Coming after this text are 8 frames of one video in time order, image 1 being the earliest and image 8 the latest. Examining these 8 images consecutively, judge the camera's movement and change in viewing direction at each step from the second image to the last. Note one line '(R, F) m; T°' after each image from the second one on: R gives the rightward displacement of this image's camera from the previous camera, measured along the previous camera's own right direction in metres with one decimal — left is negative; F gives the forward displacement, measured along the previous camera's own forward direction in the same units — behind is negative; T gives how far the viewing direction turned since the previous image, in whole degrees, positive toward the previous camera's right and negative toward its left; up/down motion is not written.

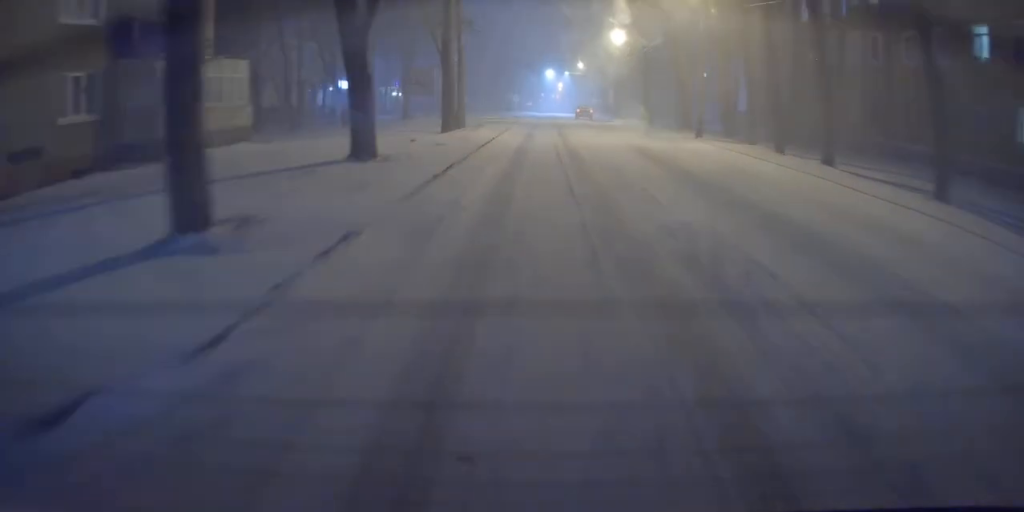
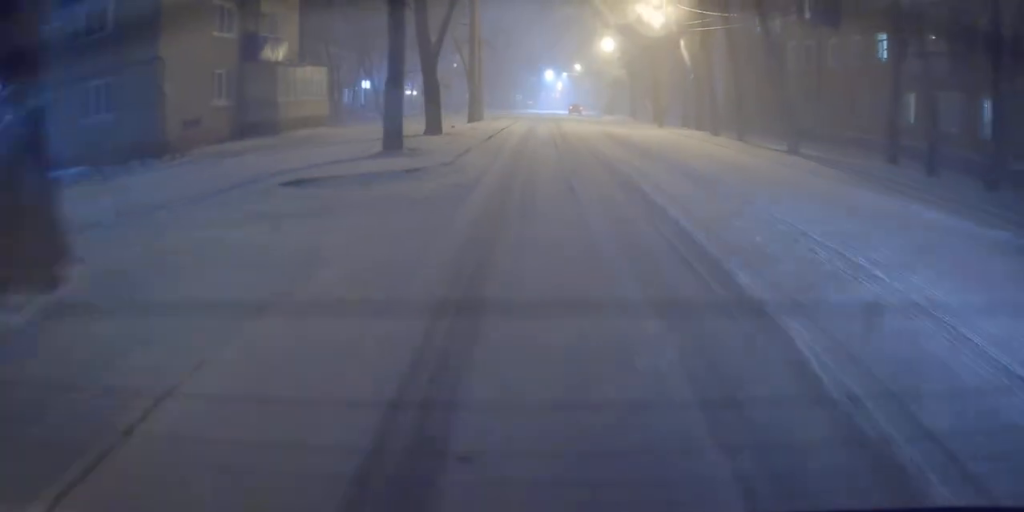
(0.0, +9.3) m; -1°
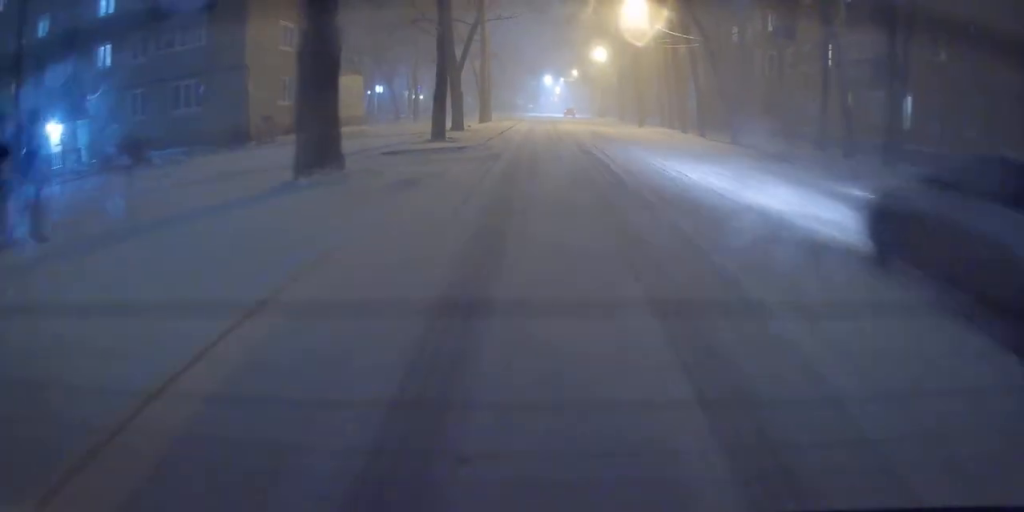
(-0.1, +7.4) m; 0°
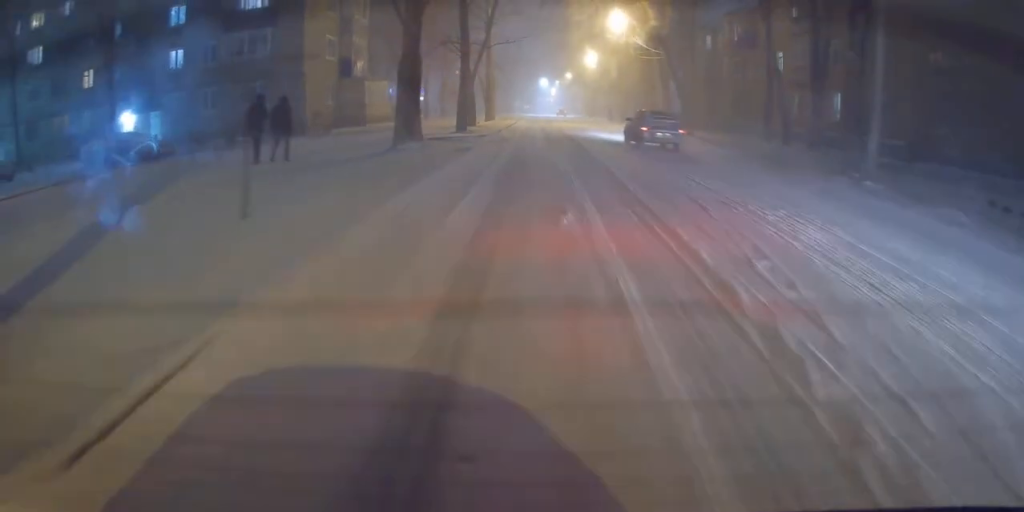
(+0.1, +7.9) m; -1°
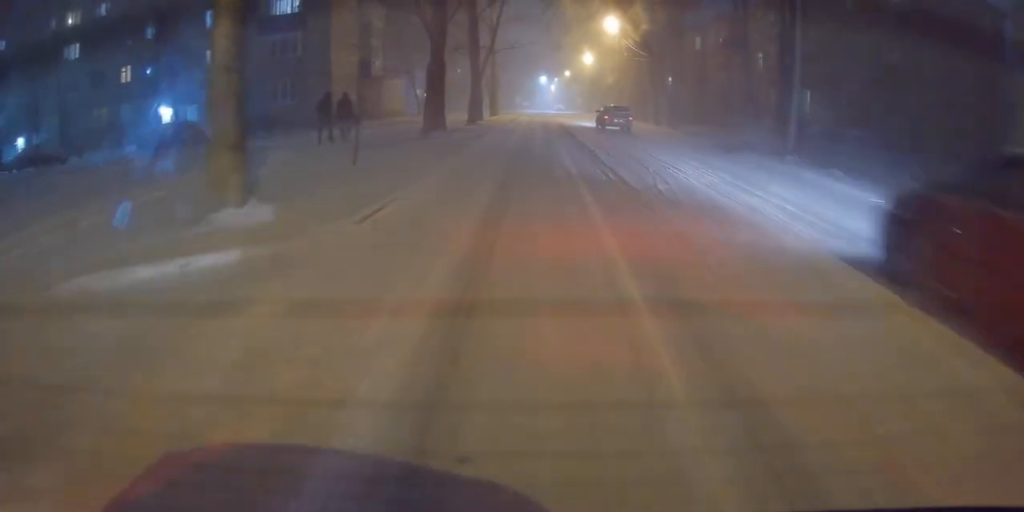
(-0.1, +4.7) m; 0°
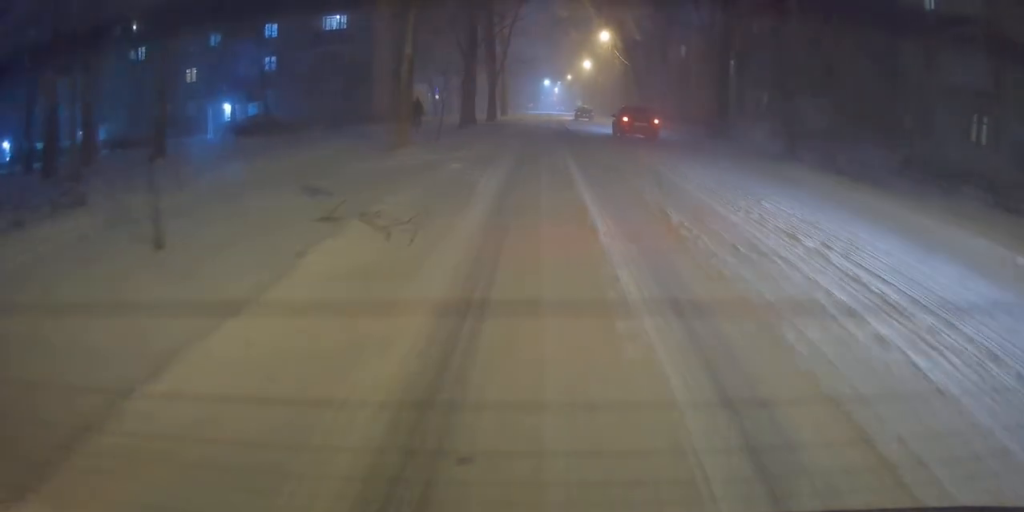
(+0.1, +9.7) m; +2°
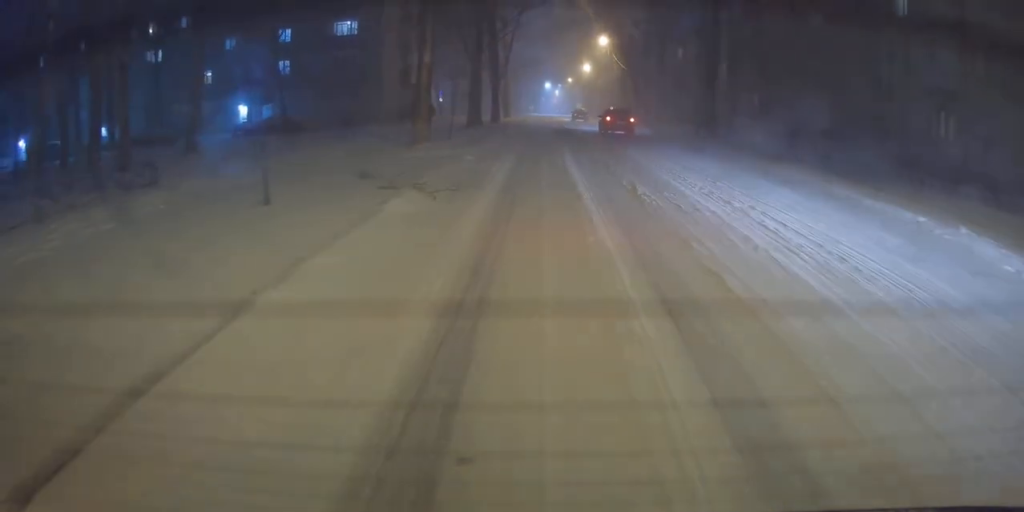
(0.0, +2.6) m; +1°
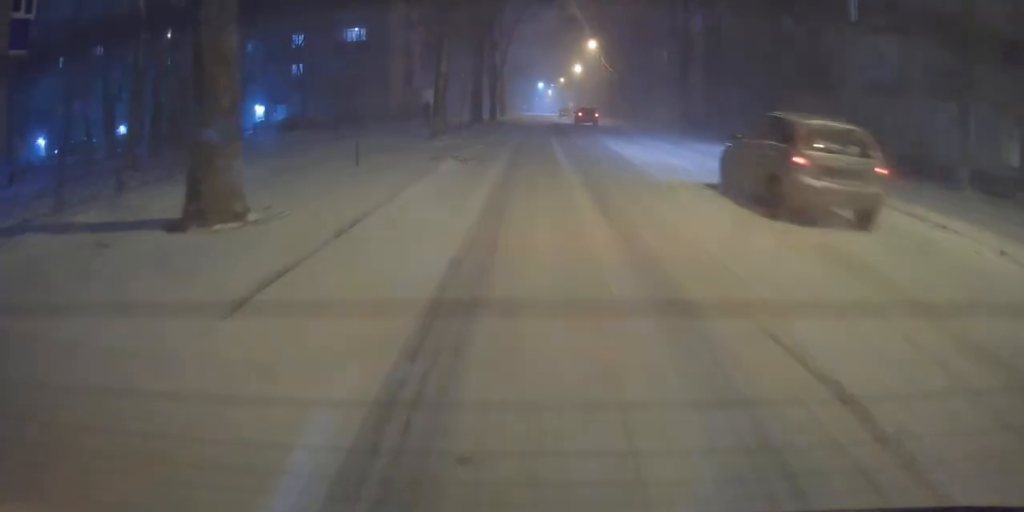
(0.0, +4.8) m; +3°
